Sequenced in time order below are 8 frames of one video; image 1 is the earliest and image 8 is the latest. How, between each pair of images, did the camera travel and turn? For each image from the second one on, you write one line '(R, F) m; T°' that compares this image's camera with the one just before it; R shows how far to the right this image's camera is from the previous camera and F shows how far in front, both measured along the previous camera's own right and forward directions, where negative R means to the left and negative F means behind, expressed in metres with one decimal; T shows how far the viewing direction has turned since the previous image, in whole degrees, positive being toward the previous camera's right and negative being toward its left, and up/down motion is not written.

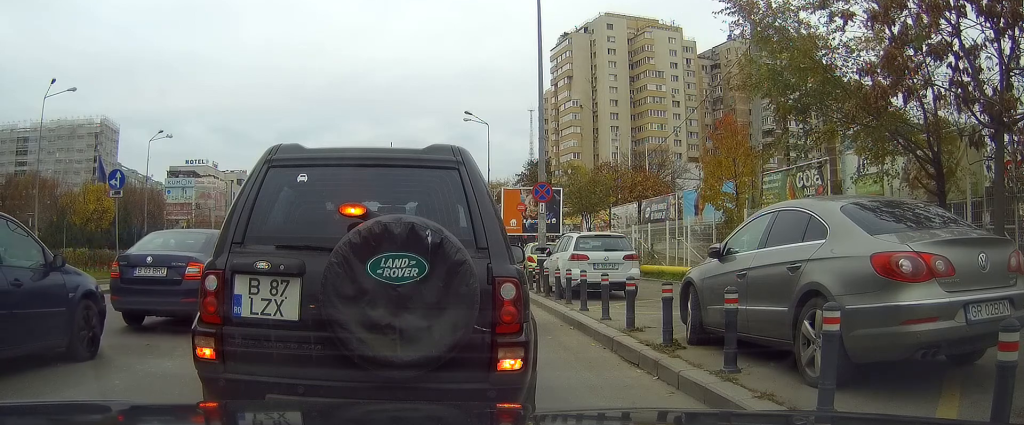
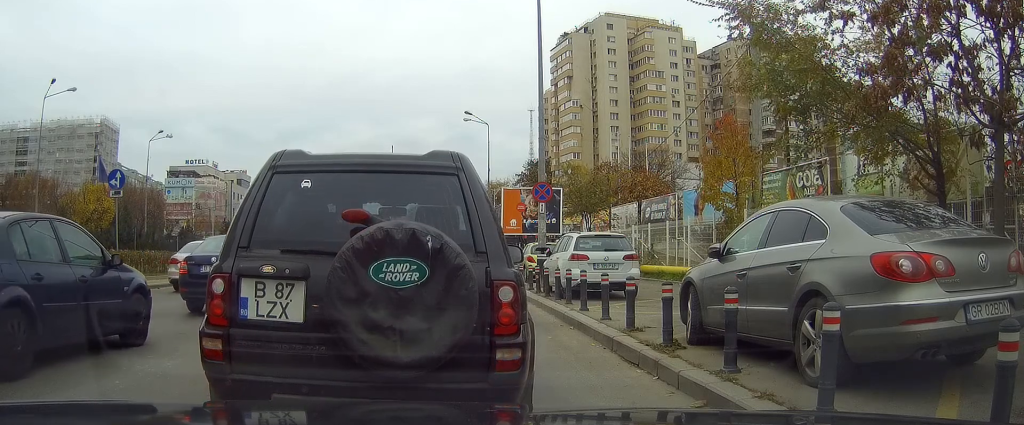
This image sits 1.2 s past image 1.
(0.0, 0.0) m; 0°
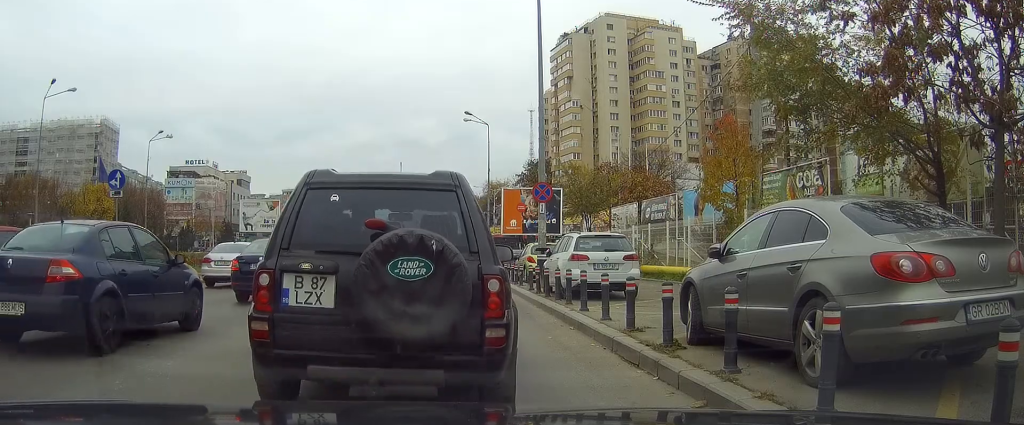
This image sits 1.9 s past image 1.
(0.0, 0.0) m; 0°
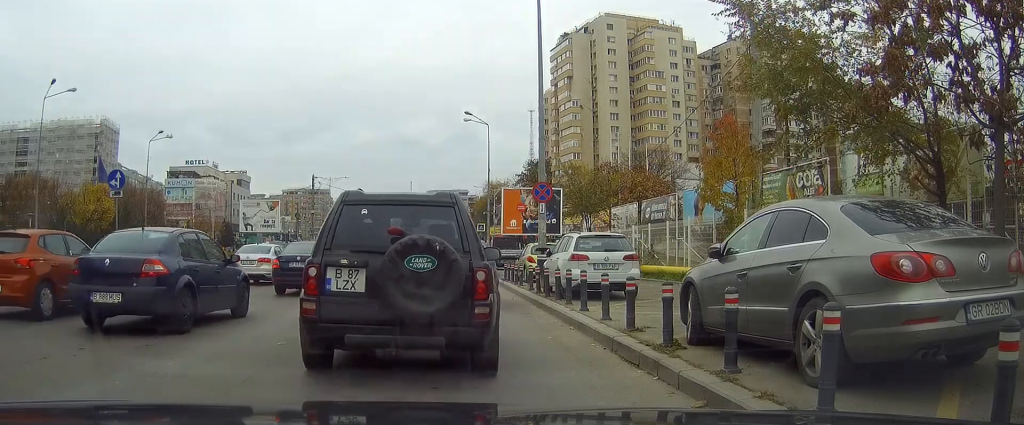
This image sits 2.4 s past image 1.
(+0.1, 0.0) m; 0°
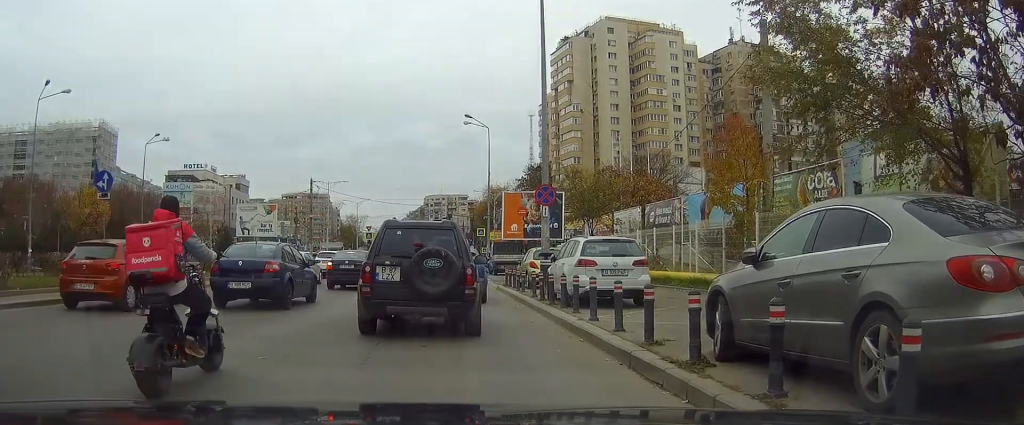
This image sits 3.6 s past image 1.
(+0.1, +0.9) m; 0°
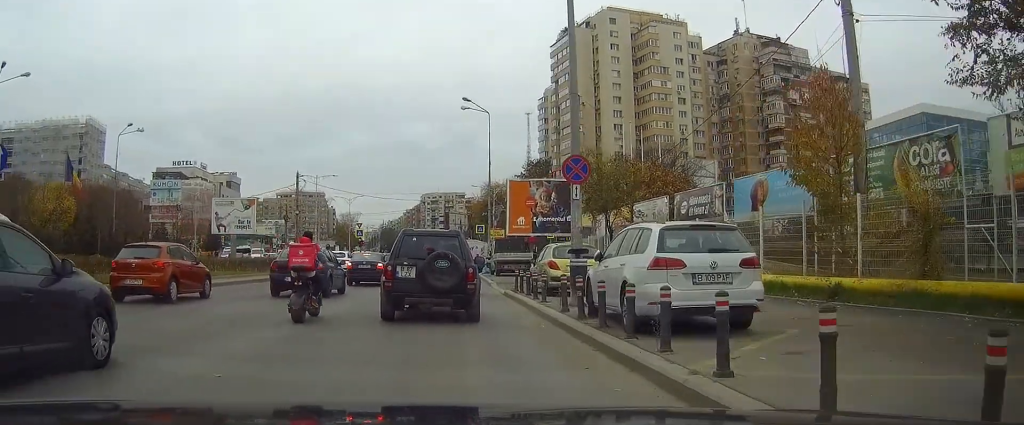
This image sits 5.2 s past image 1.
(+0.1, +5.2) m; +2°
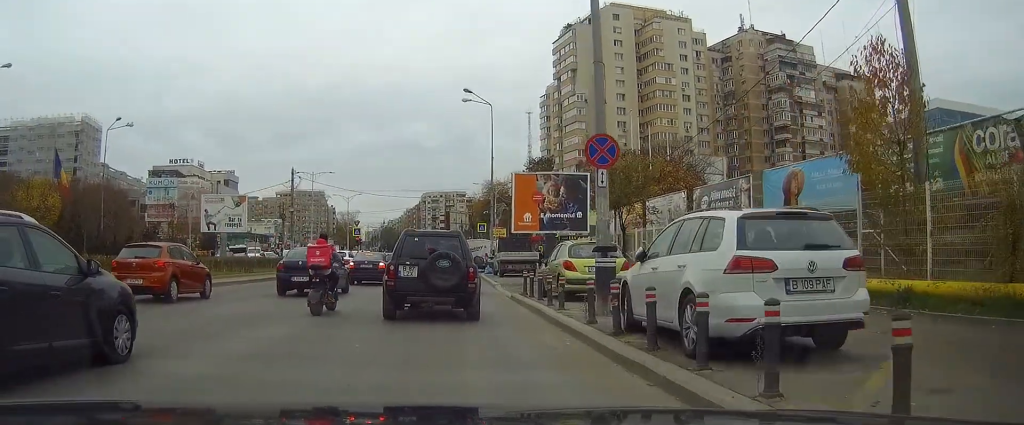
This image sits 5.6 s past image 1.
(0.0, +2.3) m; 0°
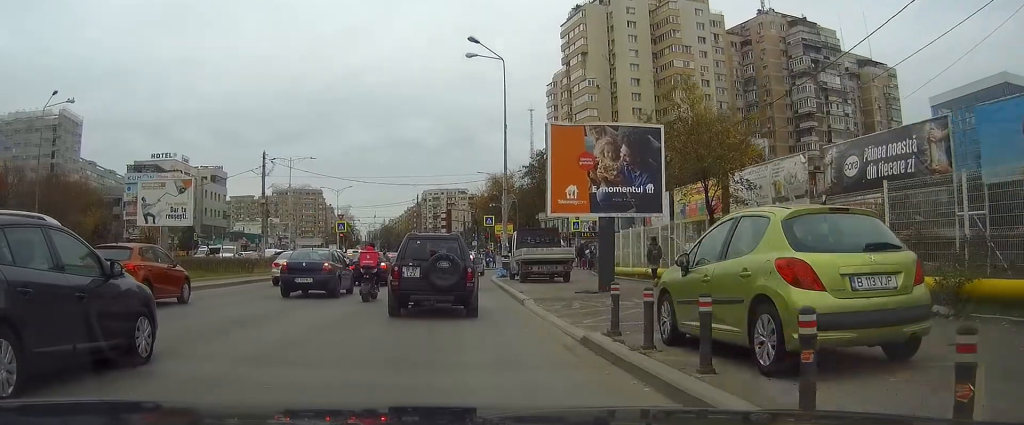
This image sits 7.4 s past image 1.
(-0.3, +11.8) m; -2°
